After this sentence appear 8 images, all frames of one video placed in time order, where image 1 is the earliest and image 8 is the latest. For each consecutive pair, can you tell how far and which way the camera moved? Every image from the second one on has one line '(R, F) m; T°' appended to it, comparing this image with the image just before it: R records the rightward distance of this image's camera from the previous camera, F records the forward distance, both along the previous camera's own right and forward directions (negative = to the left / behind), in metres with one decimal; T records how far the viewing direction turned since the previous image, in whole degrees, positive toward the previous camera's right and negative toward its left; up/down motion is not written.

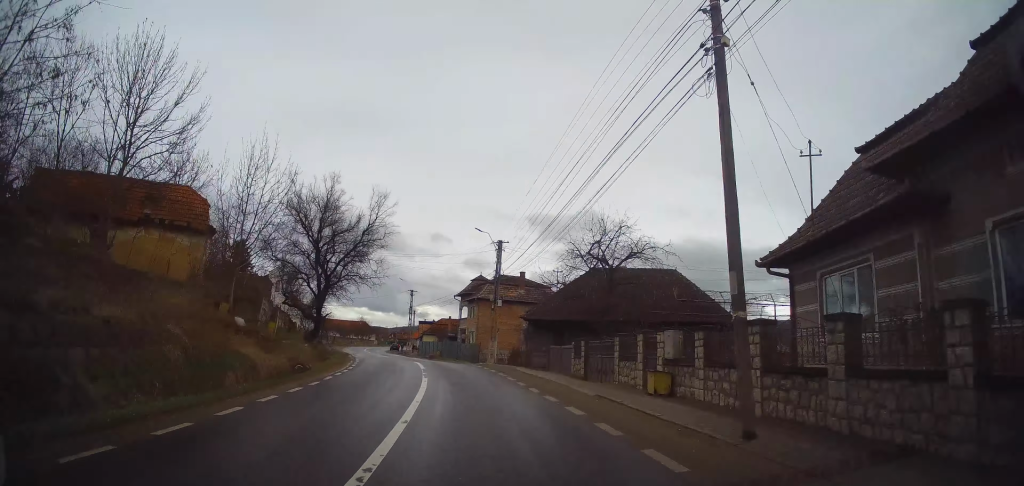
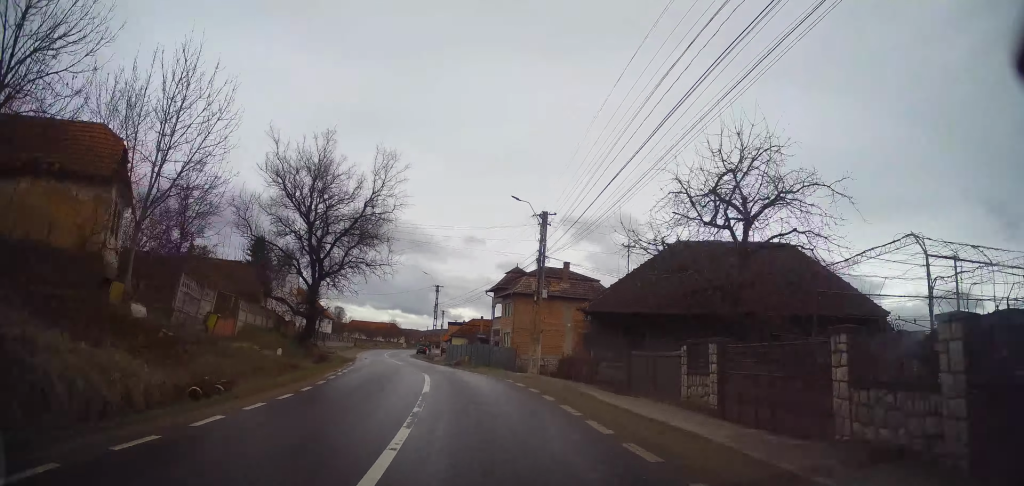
(-0.3, +9.4) m; -5°
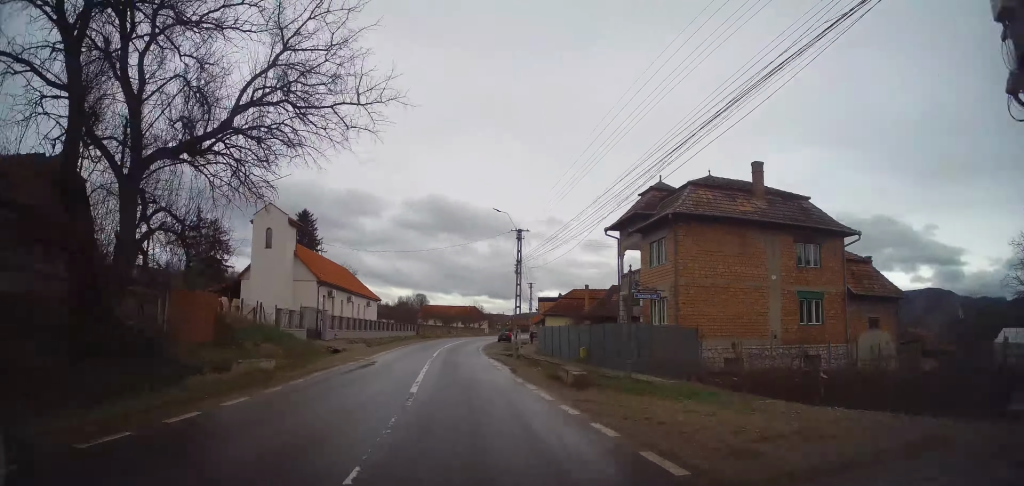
(-1.9, +25.0) m; -8°
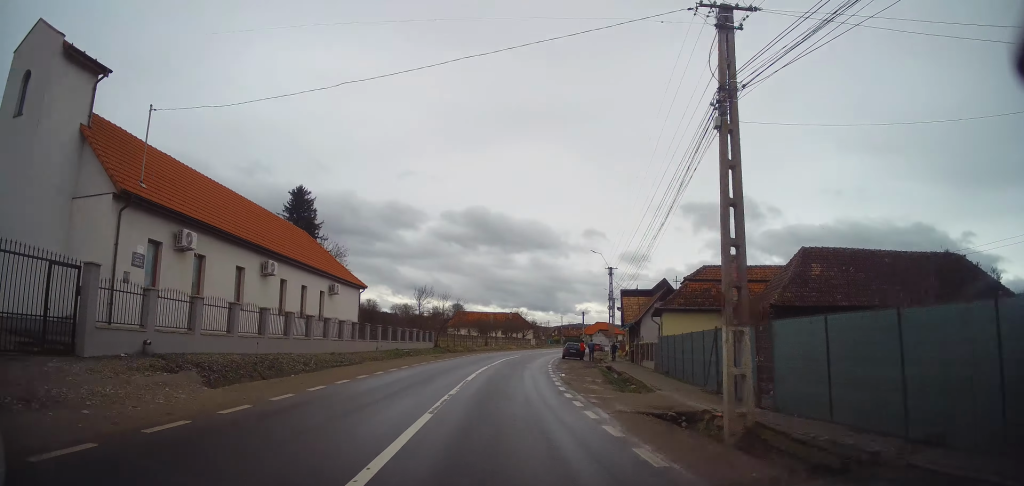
(-1.7, +27.1) m; -5°
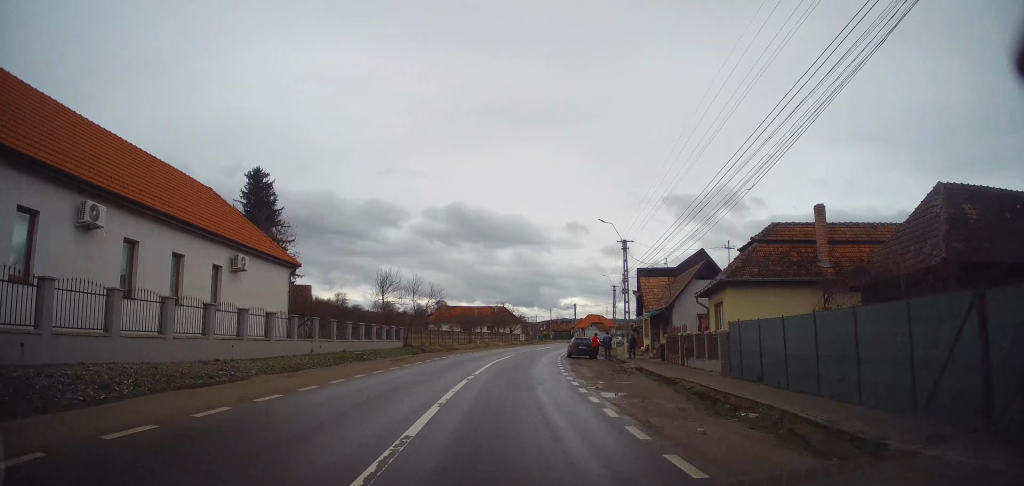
(0.0, +10.9) m; +1°
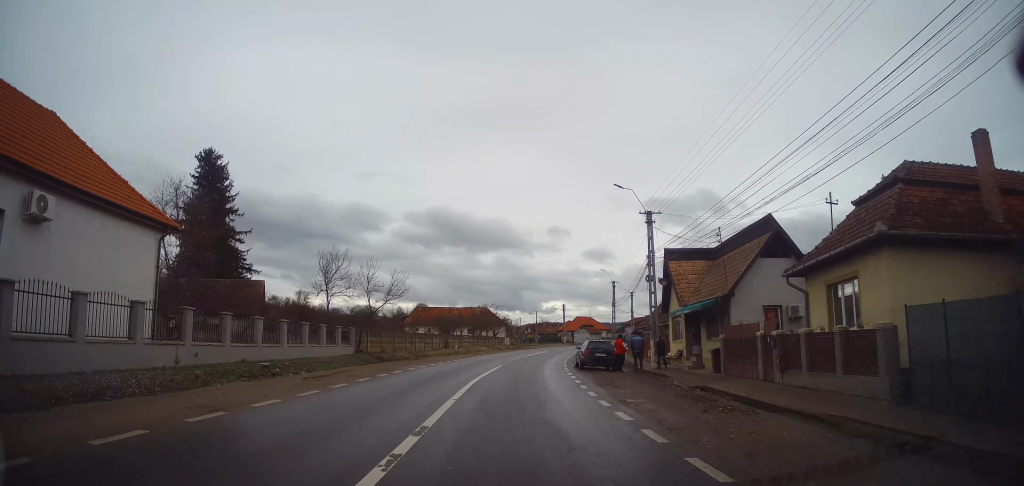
(+0.1, +10.3) m; +1°
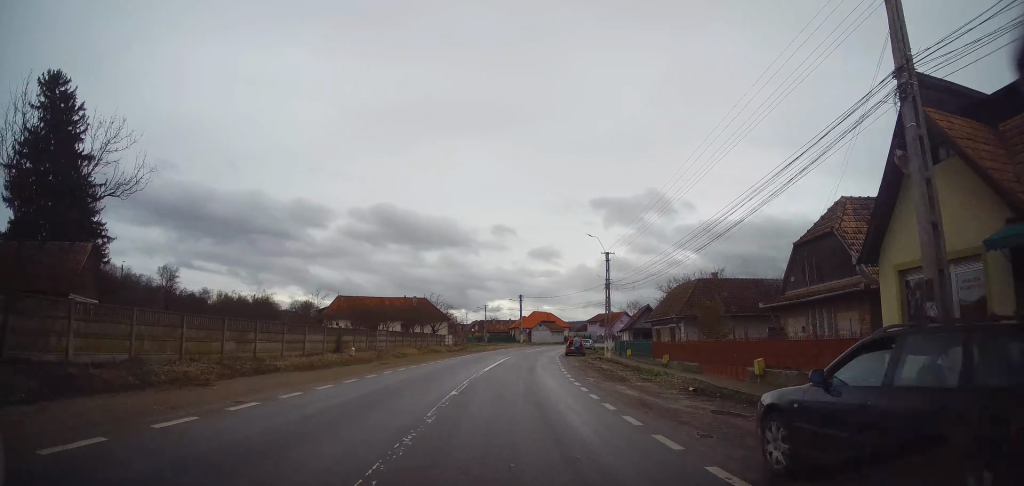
(+0.7, +23.0) m; +4°
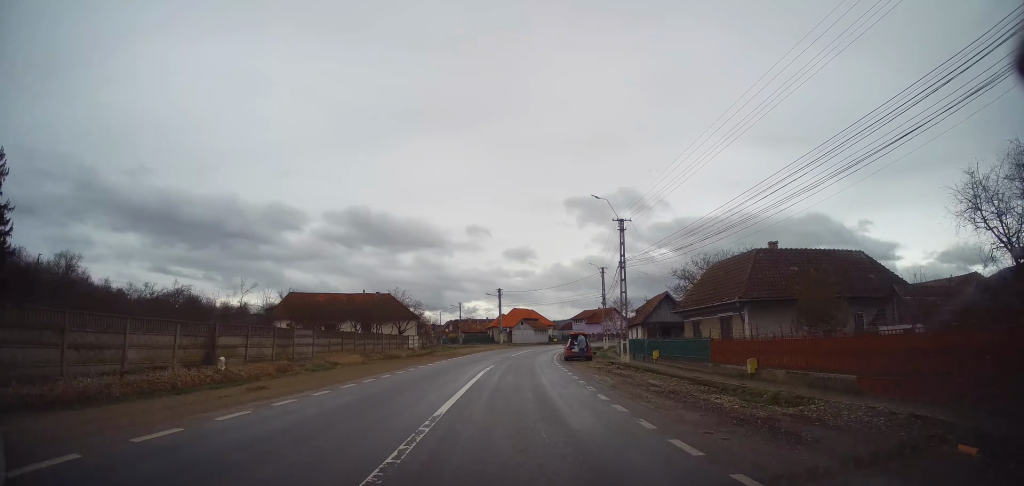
(+0.4, +12.6) m; +3°
